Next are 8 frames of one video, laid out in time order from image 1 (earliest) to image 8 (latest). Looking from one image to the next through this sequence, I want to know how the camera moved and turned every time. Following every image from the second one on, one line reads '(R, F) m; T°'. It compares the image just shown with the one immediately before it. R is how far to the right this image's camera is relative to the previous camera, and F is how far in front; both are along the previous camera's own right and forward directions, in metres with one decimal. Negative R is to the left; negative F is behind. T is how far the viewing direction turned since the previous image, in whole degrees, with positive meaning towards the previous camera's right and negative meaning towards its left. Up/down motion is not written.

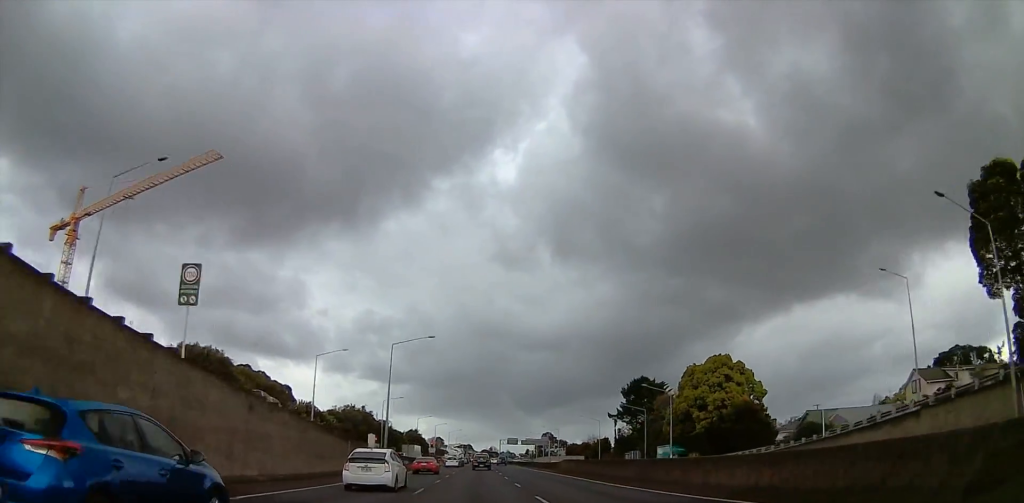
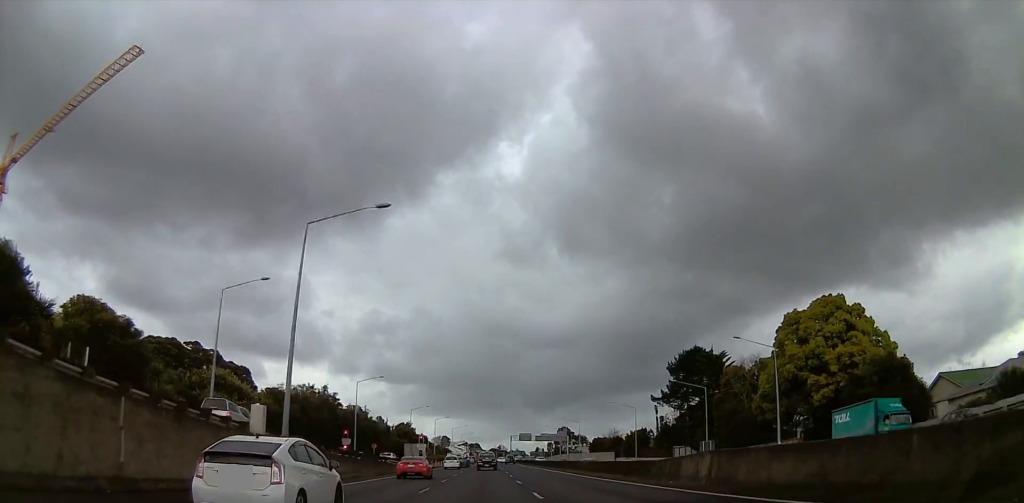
(+0.2, +30.2) m; +2°
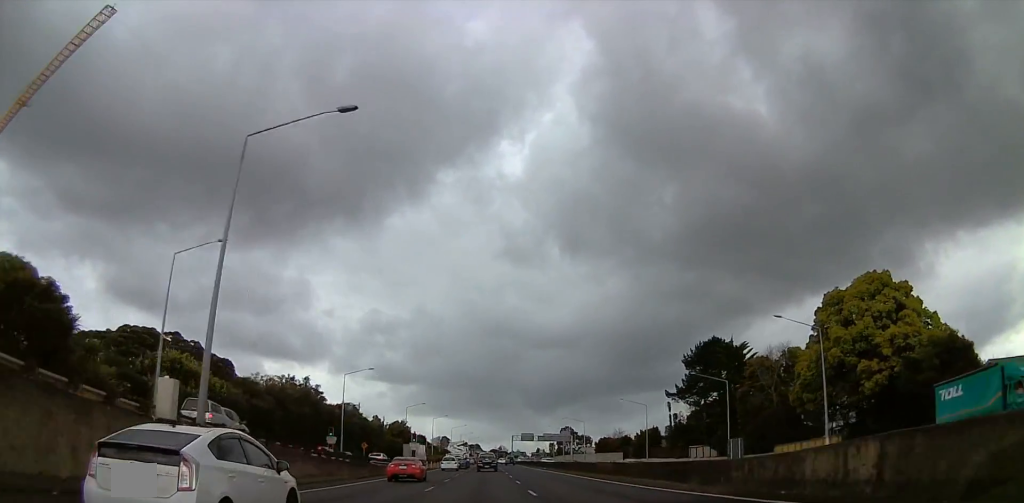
(+0.1, +8.7) m; +1°
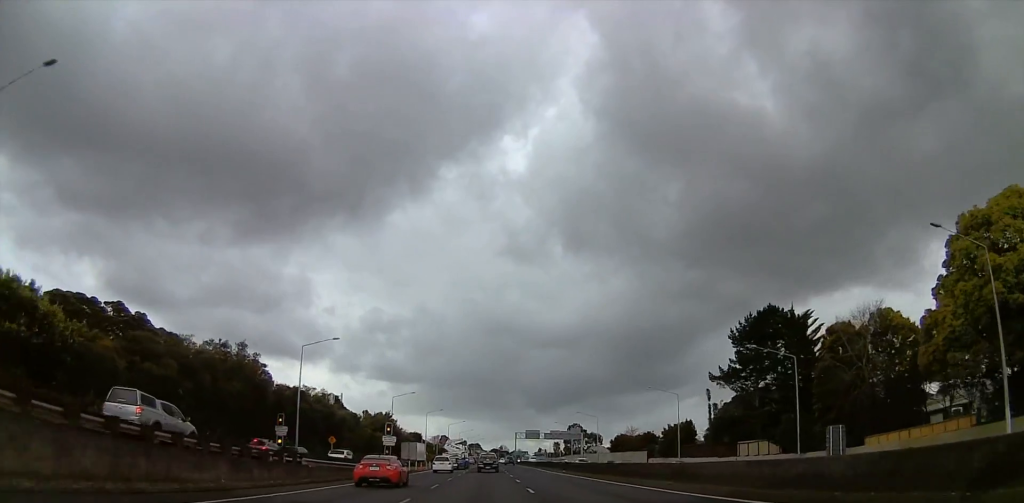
(0.0, +19.8) m; 0°
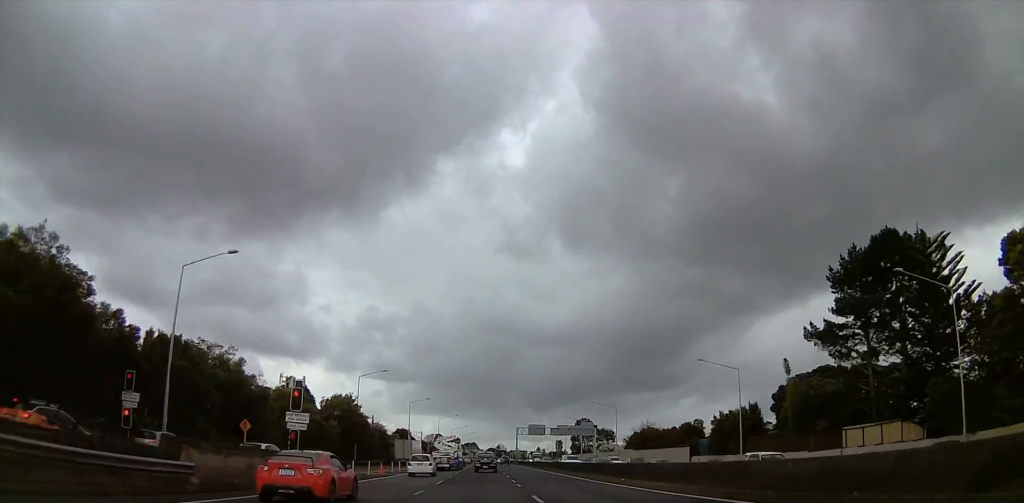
(0.0, +25.9) m; 0°
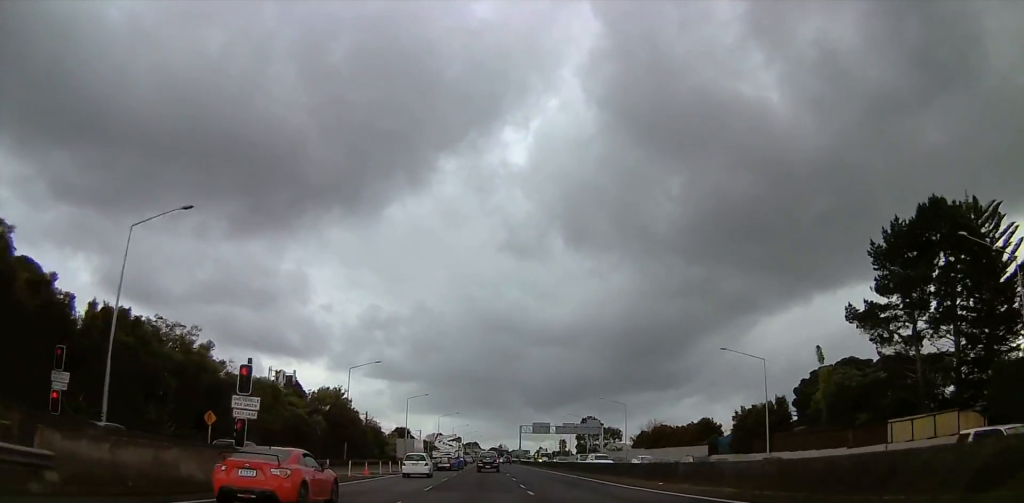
(0.0, +7.0) m; 0°
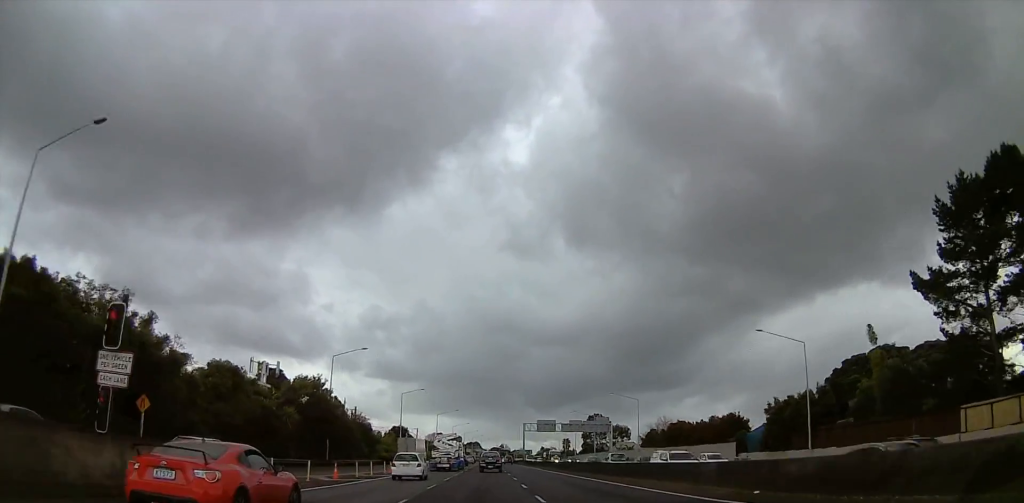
(0.0, +9.7) m; 0°
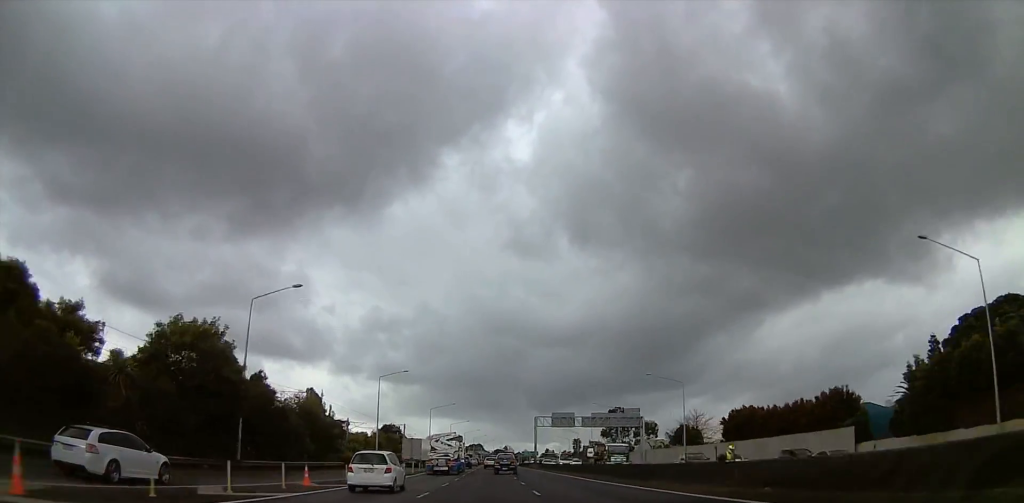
(0.0, +24.7) m; -2°
